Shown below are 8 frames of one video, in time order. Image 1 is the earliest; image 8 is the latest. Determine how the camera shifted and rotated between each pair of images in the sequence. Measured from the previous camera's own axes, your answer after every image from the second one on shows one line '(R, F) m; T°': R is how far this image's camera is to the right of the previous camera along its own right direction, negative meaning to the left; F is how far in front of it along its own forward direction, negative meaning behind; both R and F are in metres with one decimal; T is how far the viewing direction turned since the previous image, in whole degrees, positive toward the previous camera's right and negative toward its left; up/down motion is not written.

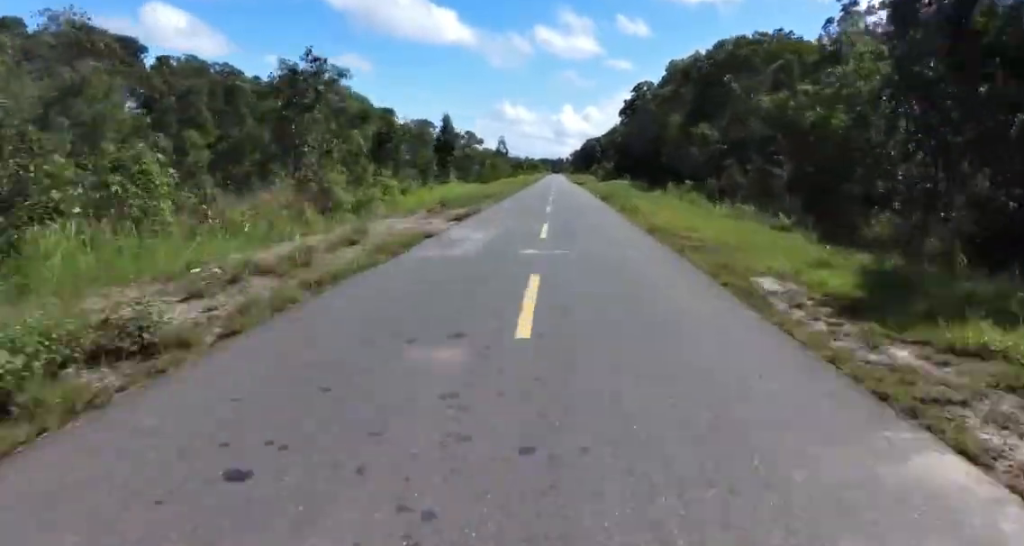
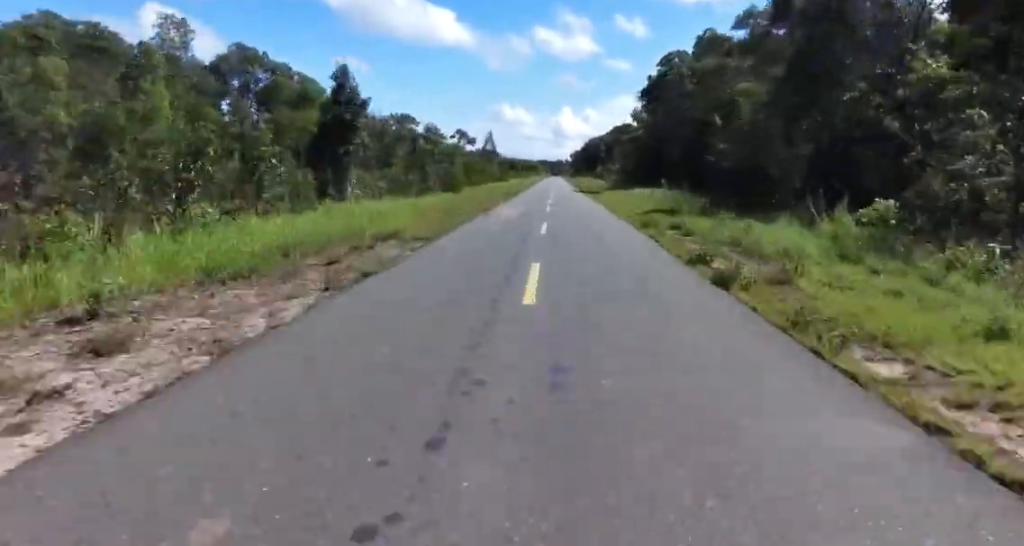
(-0.2, +22.7) m; -1°
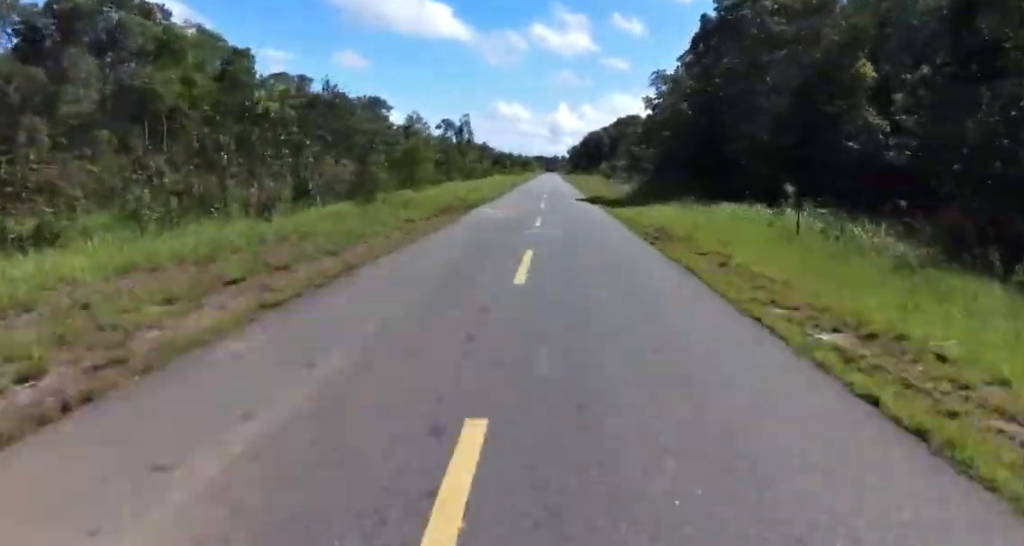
(-0.4, +23.5) m; +1°
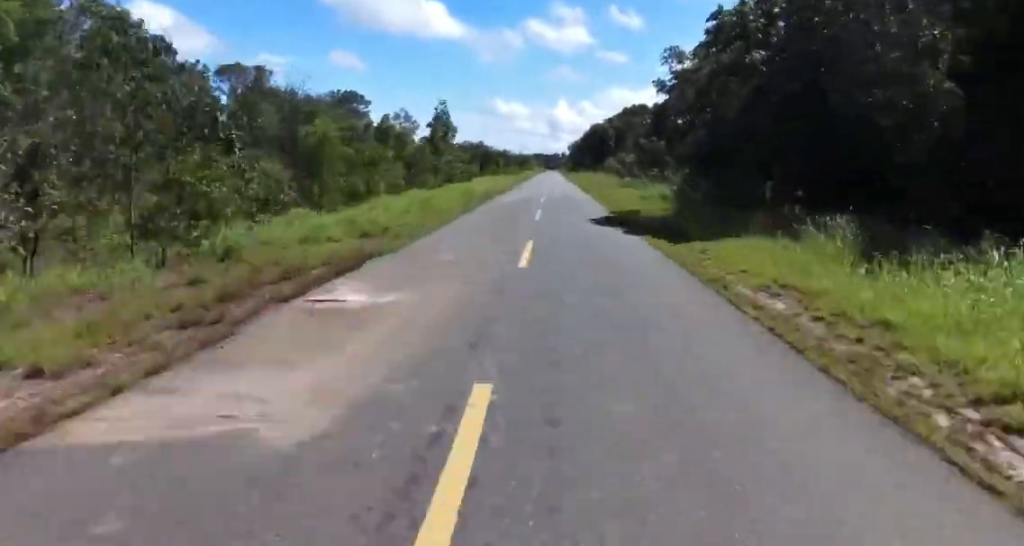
(+0.8, +15.3) m; +1°
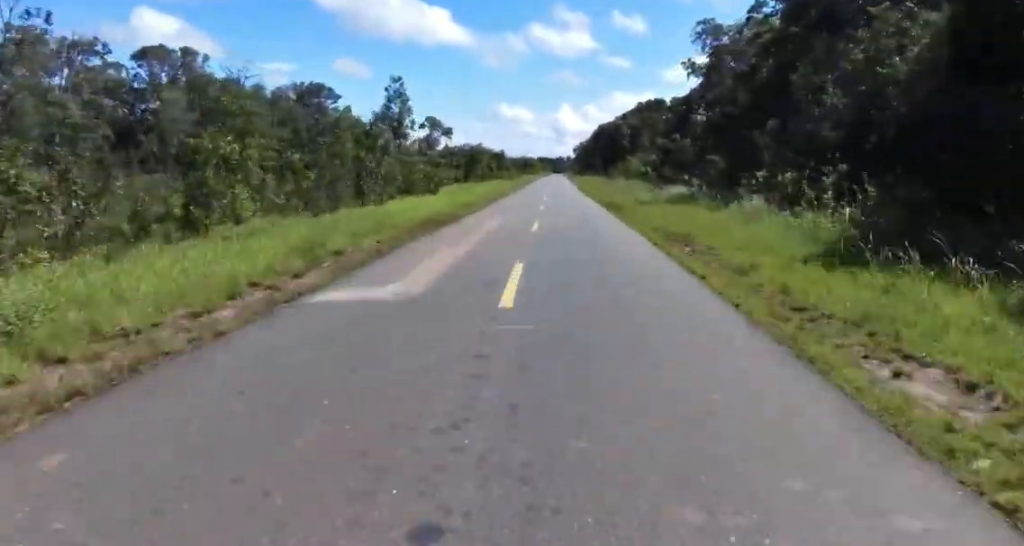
(-0.2, +20.1) m; 0°
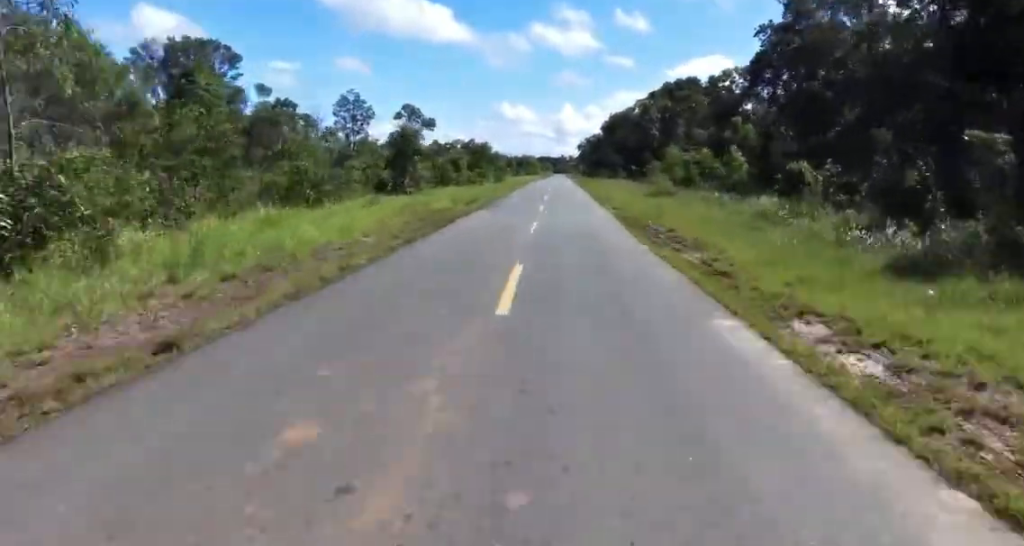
(-0.2, +32.1) m; 0°
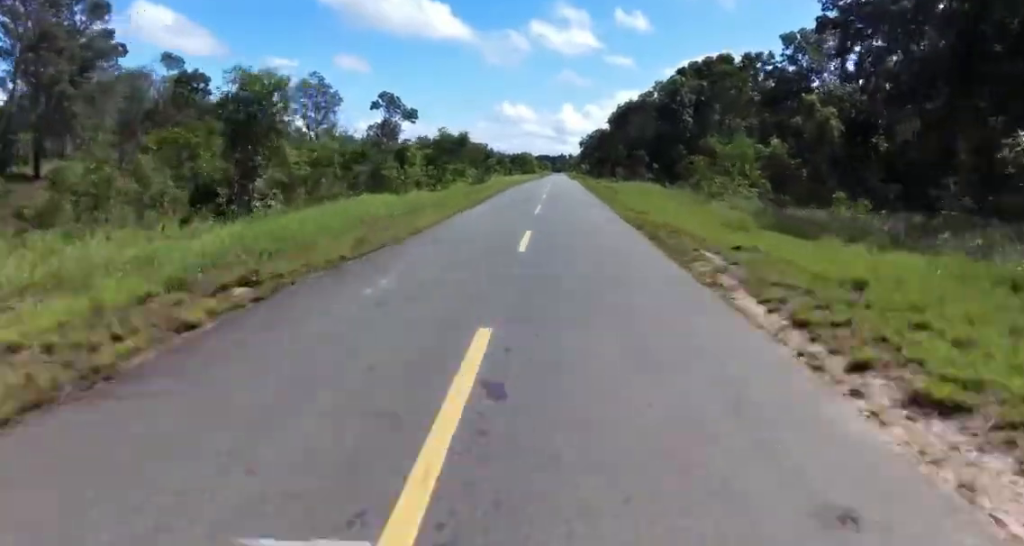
(+0.1, +20.1) m; -1°
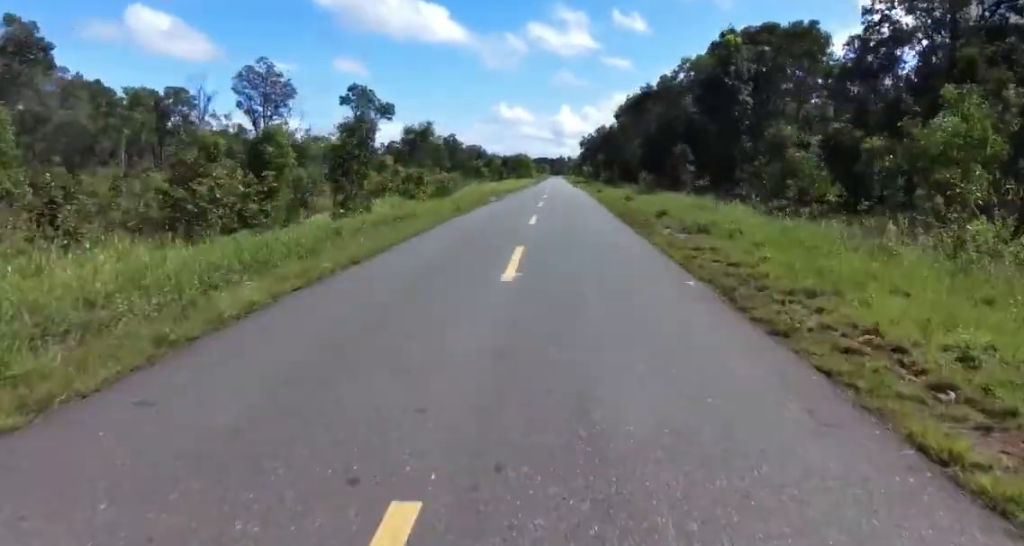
(0.0, +19.9) m; -1°
